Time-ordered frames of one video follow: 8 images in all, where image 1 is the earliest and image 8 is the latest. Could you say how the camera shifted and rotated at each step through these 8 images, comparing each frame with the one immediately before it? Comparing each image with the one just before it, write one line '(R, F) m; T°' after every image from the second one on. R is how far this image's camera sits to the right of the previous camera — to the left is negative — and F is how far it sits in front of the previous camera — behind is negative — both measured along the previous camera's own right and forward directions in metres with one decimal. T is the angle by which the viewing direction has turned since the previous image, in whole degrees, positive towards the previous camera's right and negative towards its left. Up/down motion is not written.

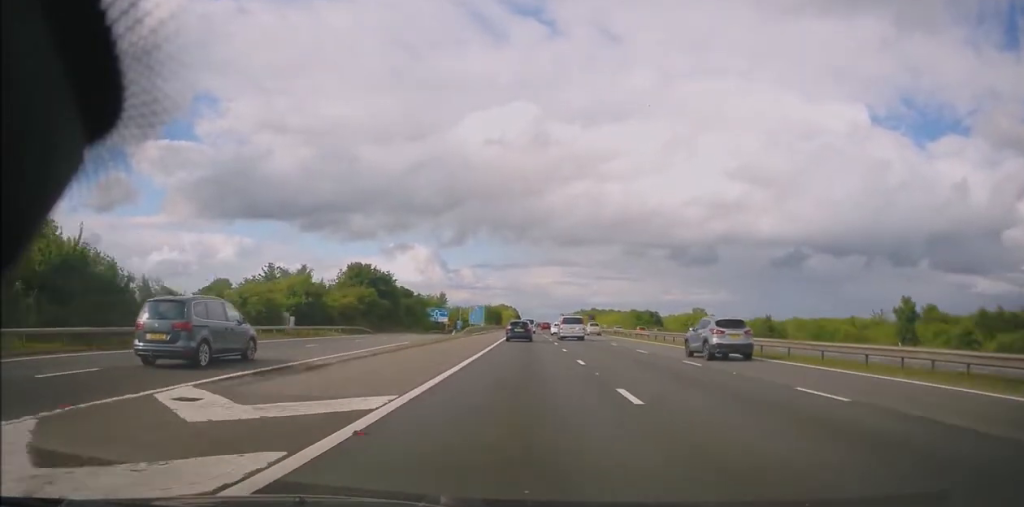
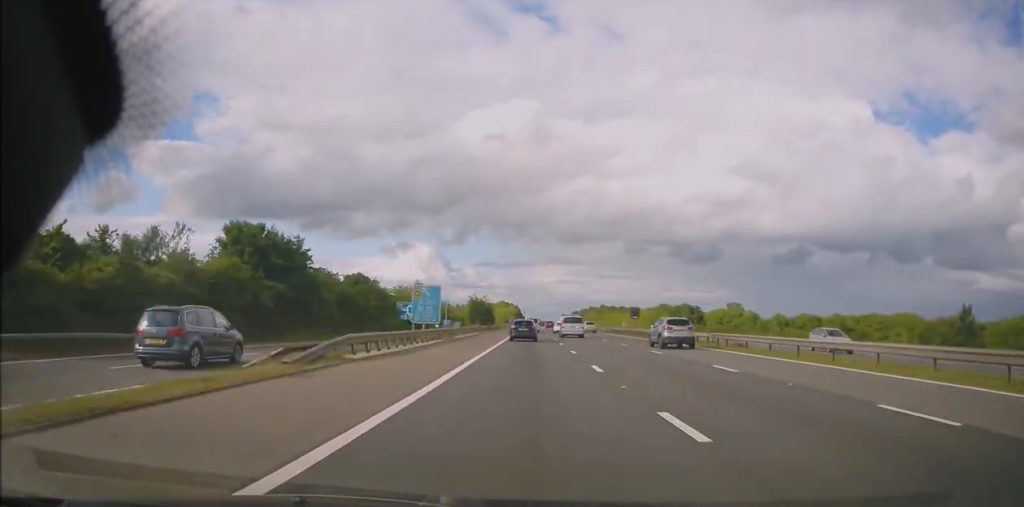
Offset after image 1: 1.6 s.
(-0.3, +40.4) m; -1°
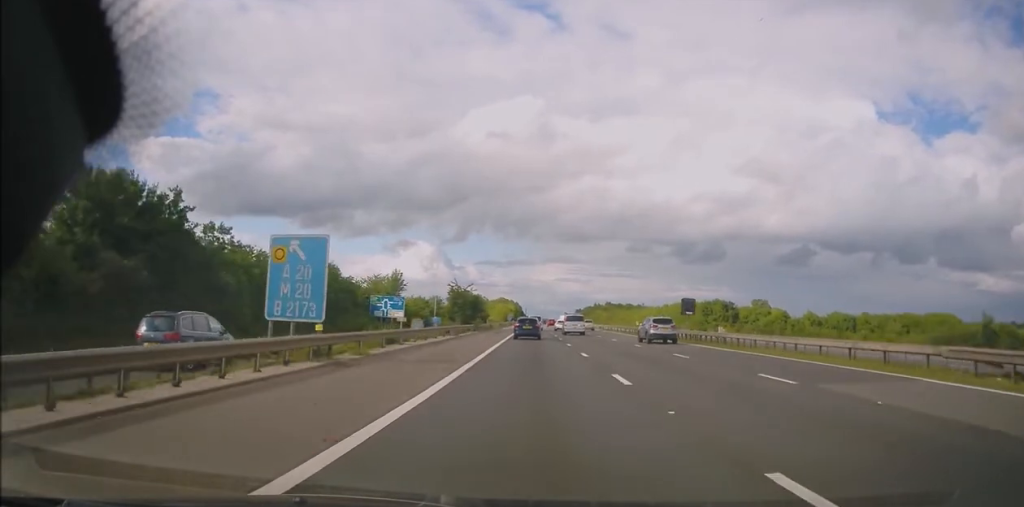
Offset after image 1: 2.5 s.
(0.0, +22.5) m; 0°
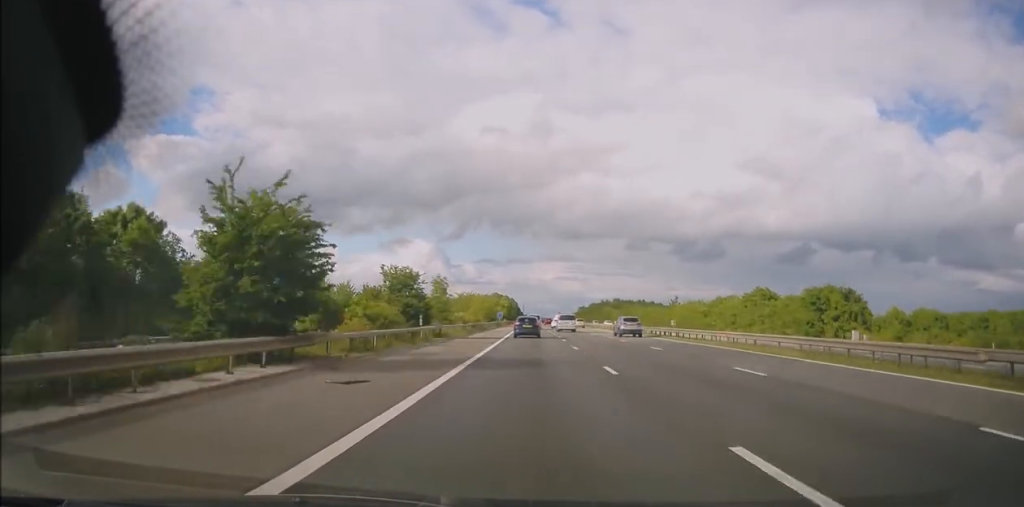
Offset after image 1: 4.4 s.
(+0.1, +46.0) m; 0°
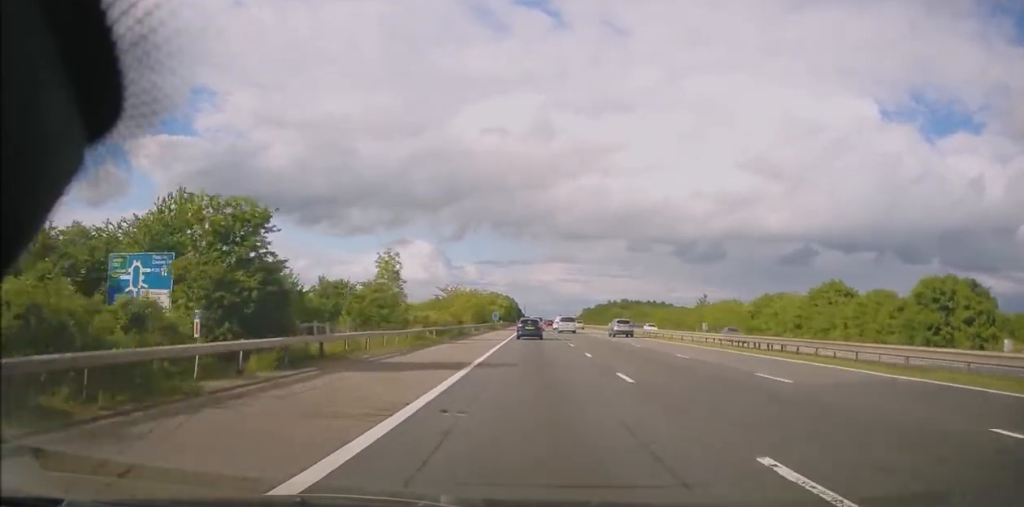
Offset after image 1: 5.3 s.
(-0.1, +22.9) m; 0°
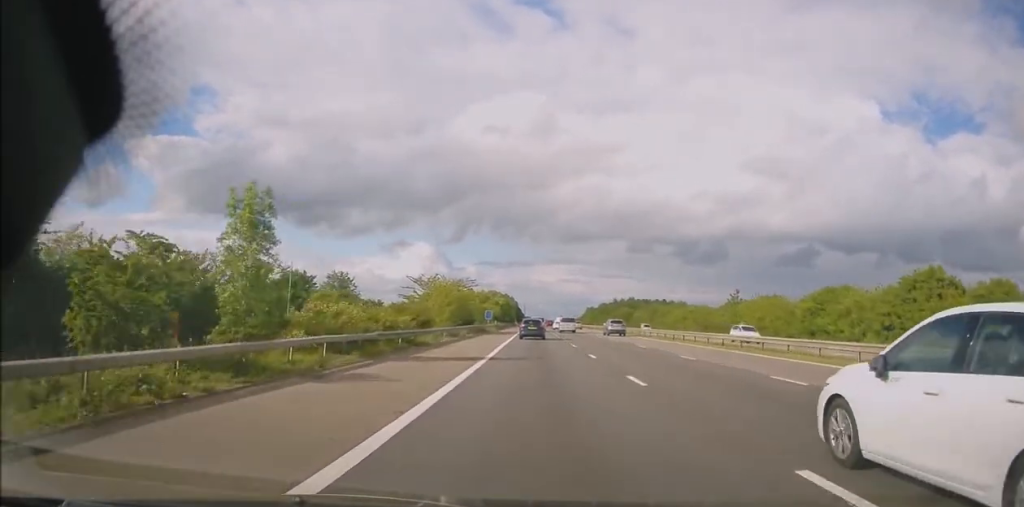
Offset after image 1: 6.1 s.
(+0.1, +19.5) m; 0°
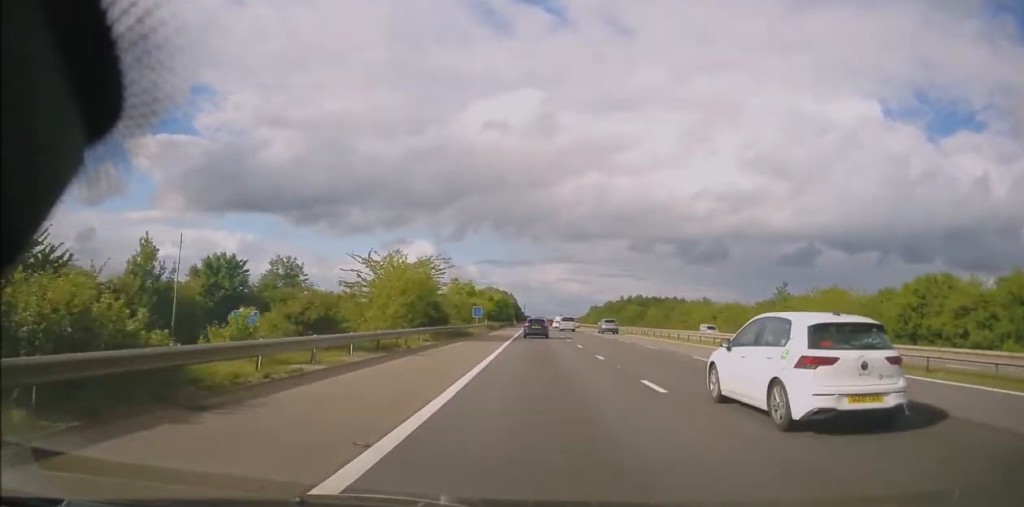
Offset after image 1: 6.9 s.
(0.0, +20.2) m; 0°
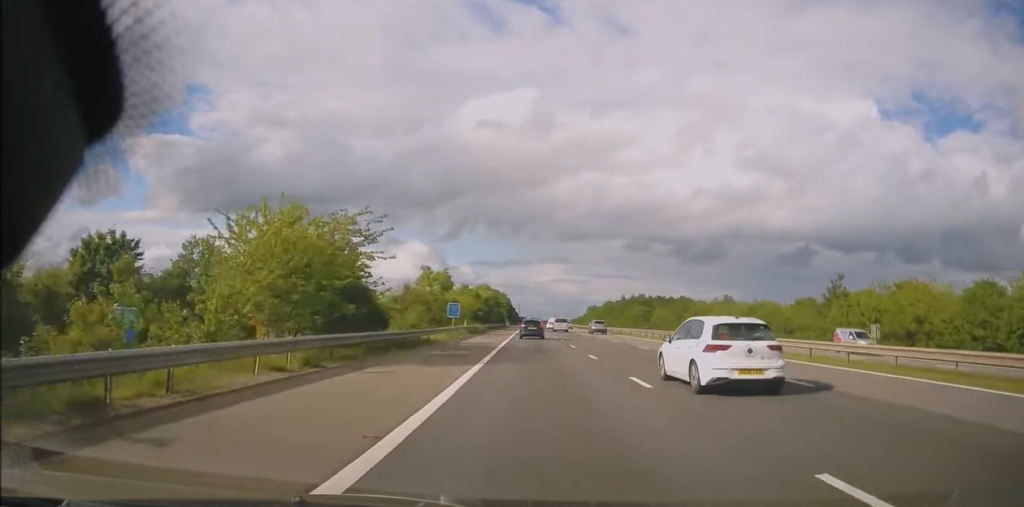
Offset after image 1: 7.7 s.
(-0.2, +17.7) m; 0°
